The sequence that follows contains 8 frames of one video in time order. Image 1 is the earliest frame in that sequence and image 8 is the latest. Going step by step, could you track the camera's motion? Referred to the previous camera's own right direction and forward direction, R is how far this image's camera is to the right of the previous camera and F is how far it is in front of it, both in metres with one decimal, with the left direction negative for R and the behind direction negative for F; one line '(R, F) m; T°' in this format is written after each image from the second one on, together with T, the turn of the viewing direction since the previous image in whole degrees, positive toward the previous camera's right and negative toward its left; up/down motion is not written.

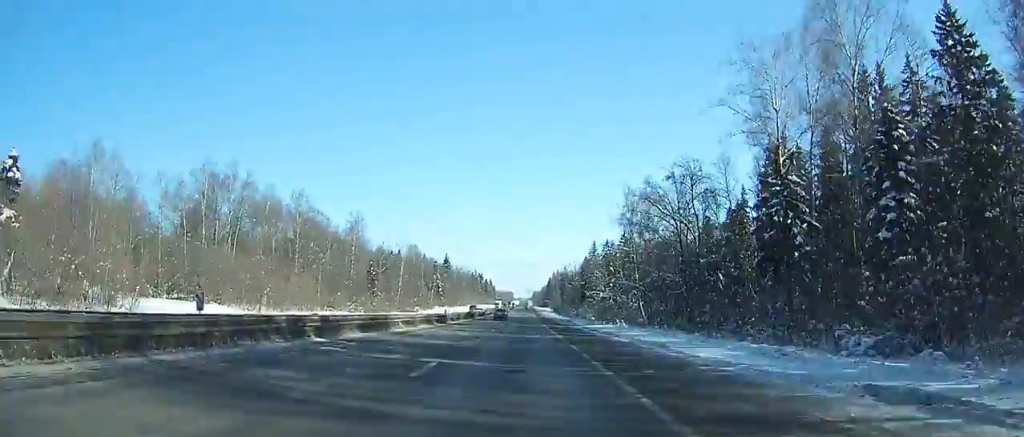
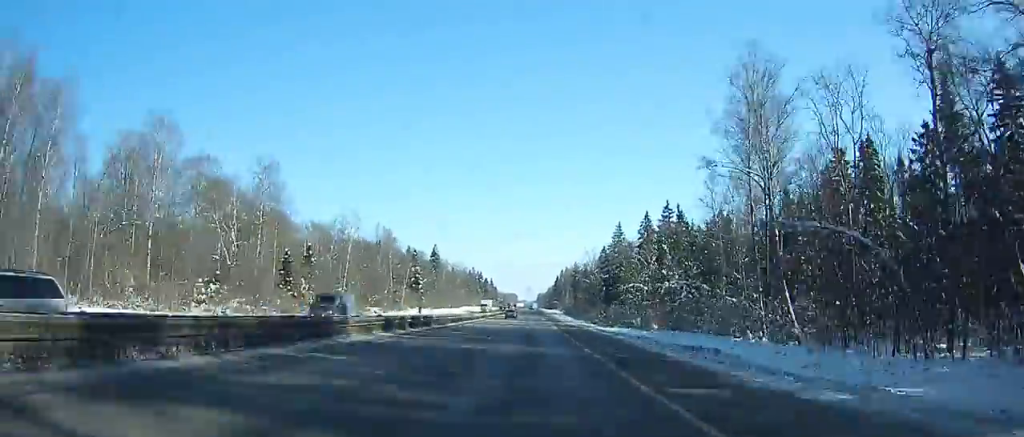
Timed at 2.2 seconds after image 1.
(-1.4, +62.4) m; -1°
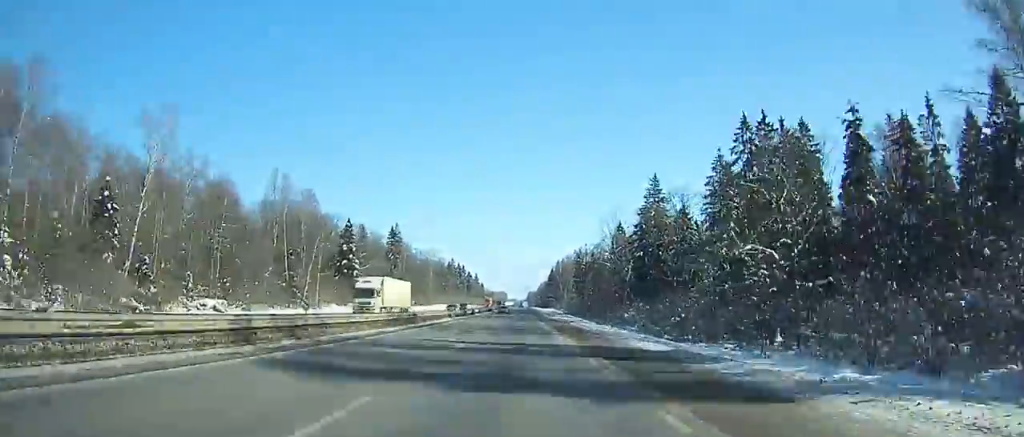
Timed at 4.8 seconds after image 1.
(-0.5, +71.8) m; +1°
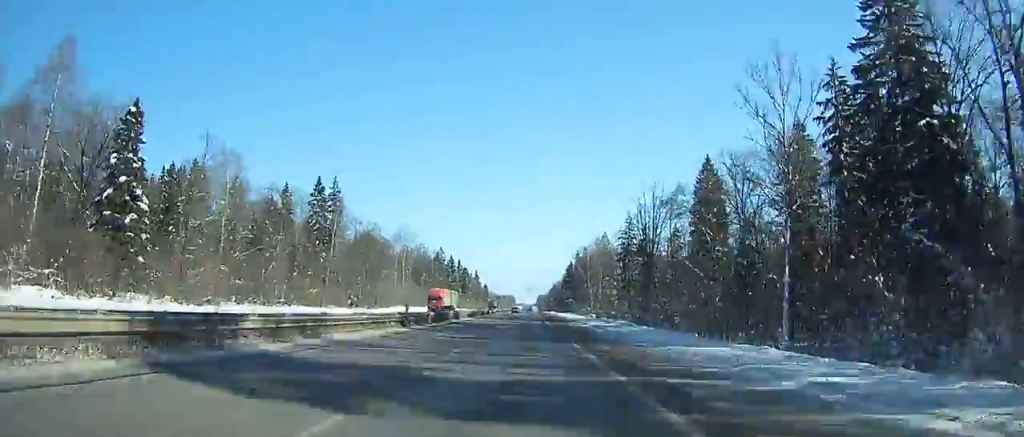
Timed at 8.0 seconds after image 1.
(+2.6, +85.0) m; +1°
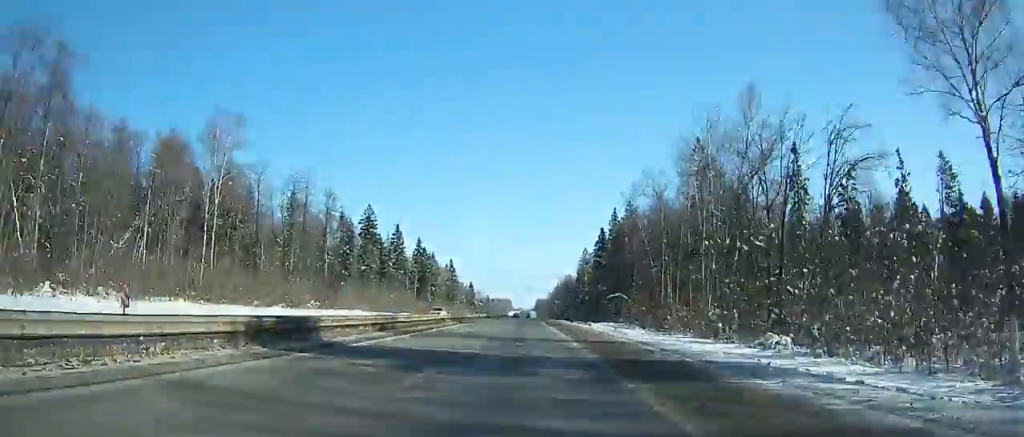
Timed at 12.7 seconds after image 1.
(-8.5, +119.9) m; -6°
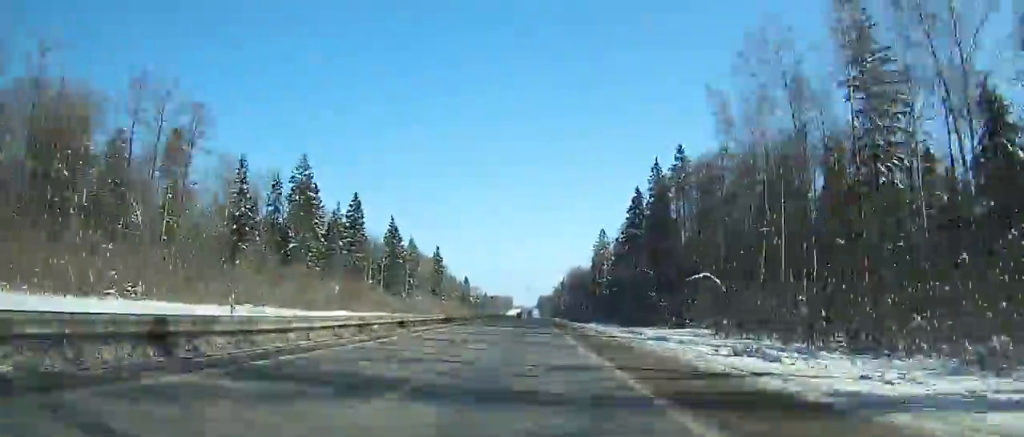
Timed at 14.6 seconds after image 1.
(+2.7, +47.2) m; 0°
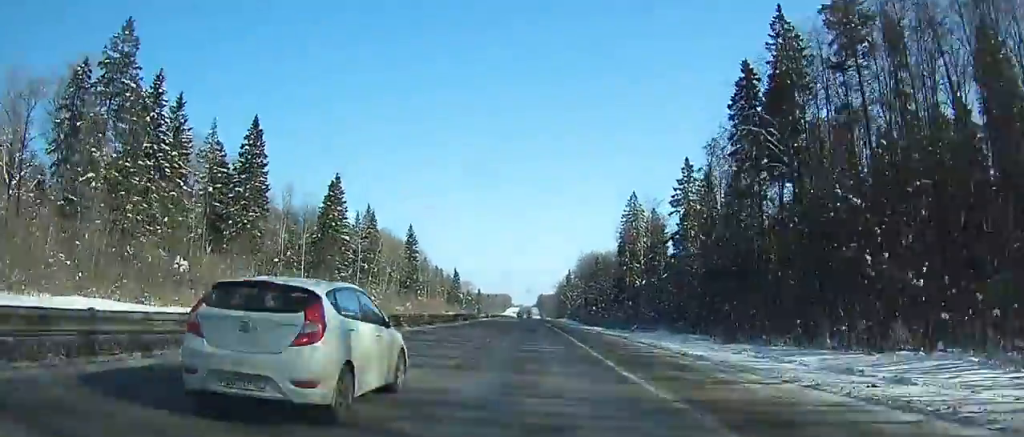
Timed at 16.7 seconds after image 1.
(+0.3, +51.8) m; +1°
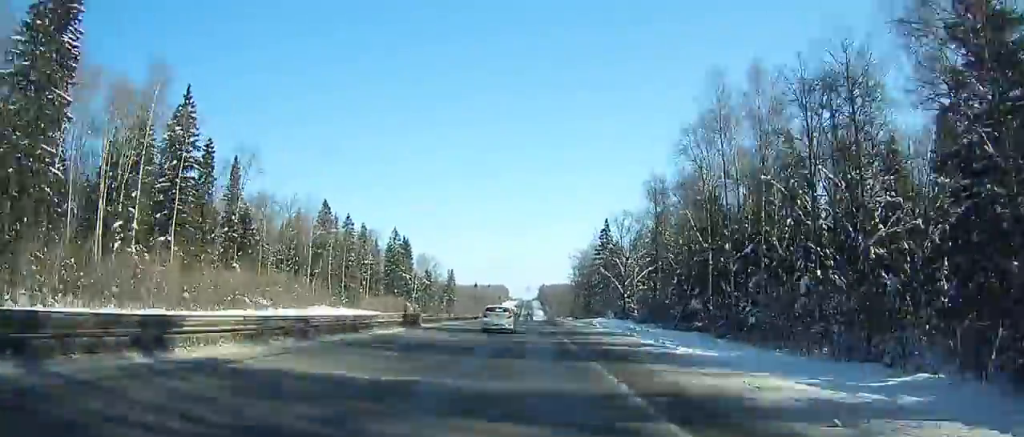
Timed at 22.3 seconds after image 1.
(+9.3, +154.5) m; +5°
